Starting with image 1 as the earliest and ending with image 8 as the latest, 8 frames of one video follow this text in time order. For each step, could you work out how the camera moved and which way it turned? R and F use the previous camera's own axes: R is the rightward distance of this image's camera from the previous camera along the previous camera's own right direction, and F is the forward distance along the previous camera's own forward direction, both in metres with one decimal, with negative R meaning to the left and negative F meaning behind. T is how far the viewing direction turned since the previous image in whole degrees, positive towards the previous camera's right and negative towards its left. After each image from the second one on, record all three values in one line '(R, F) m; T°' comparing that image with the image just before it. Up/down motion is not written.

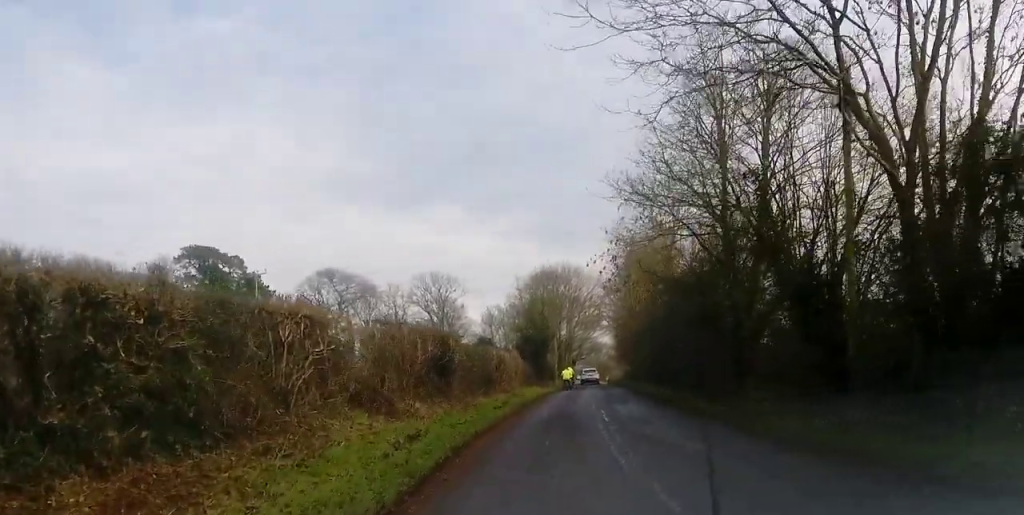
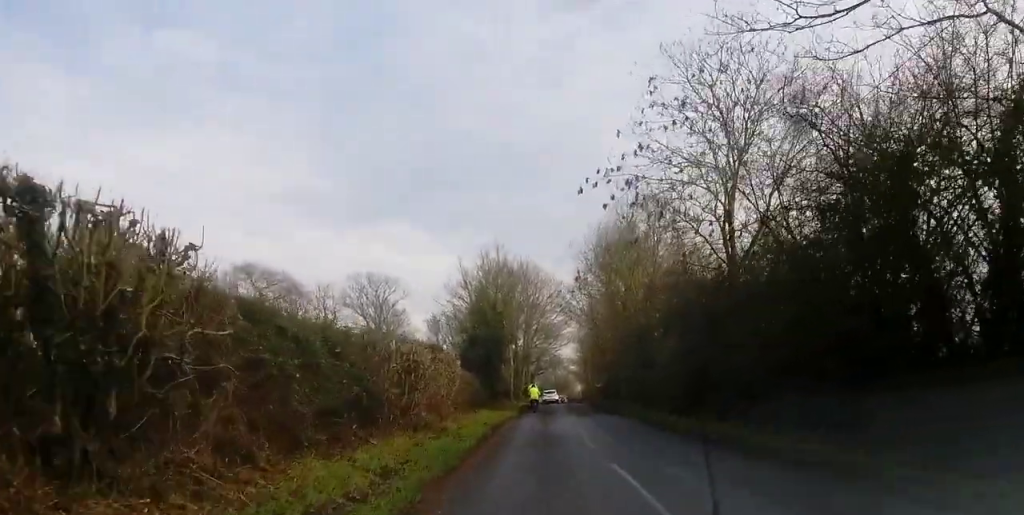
(+0.6, +20.1) m; +6°
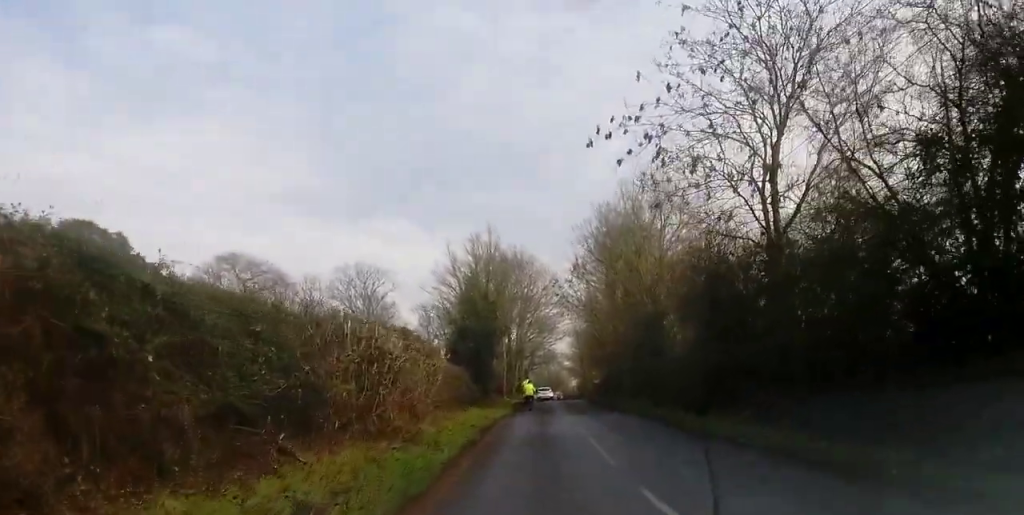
(+0.3, +4.0) m; +1°
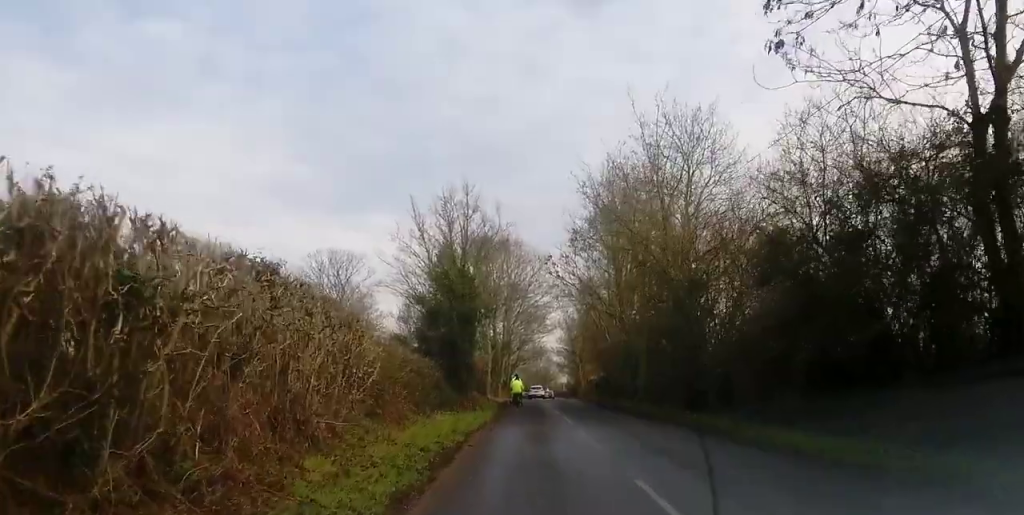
(0.0, +8.9) m; -1°
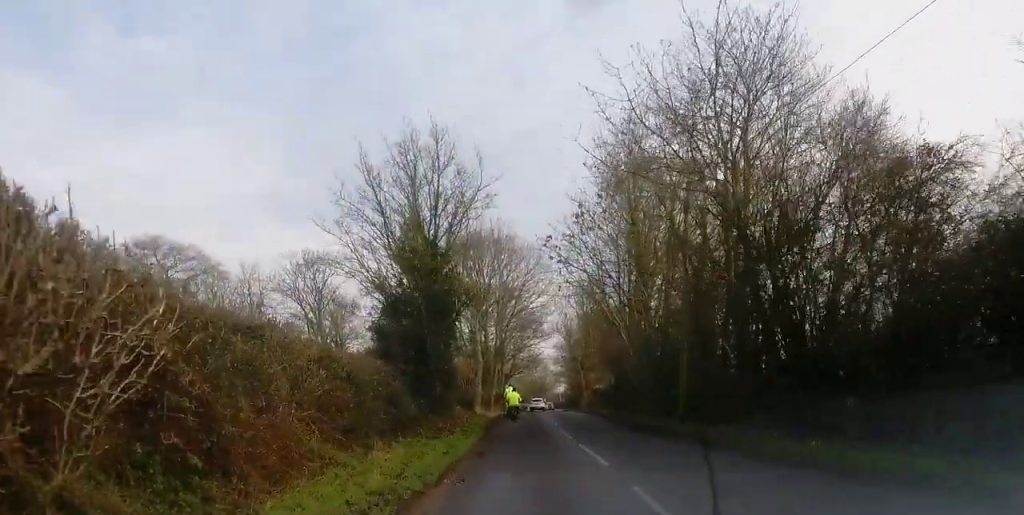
(-0.2, +8.9) m; -1°
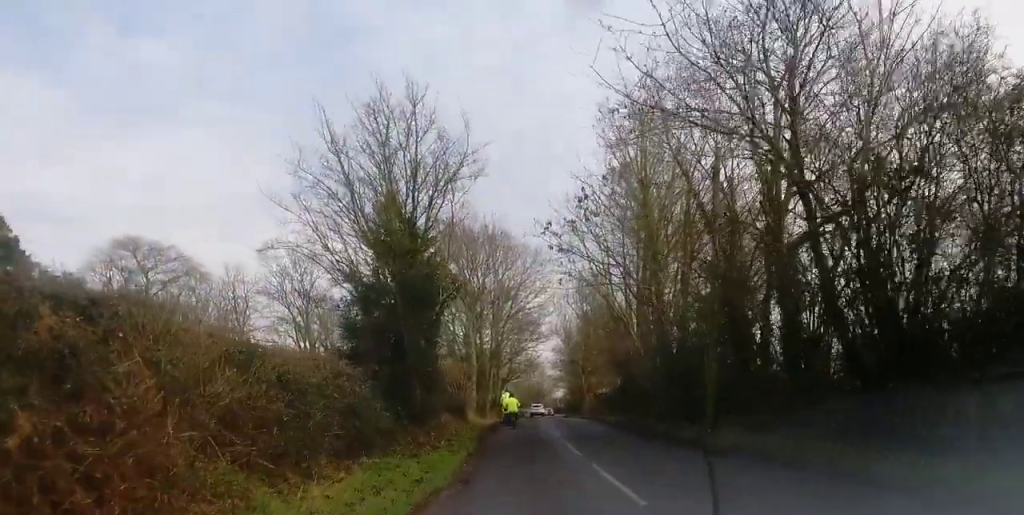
(0.0, +4.0) m; 0°
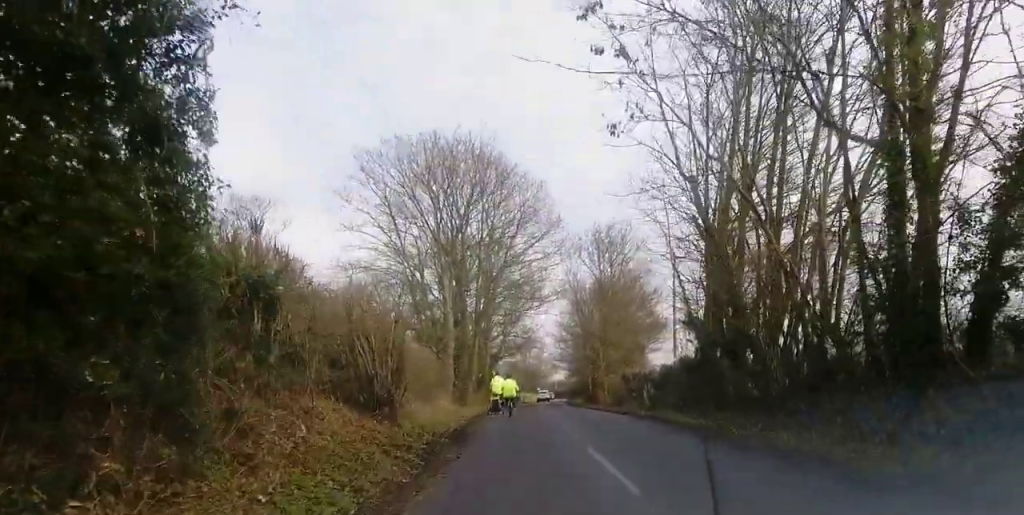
(+0.7, +17.7) m; +5°
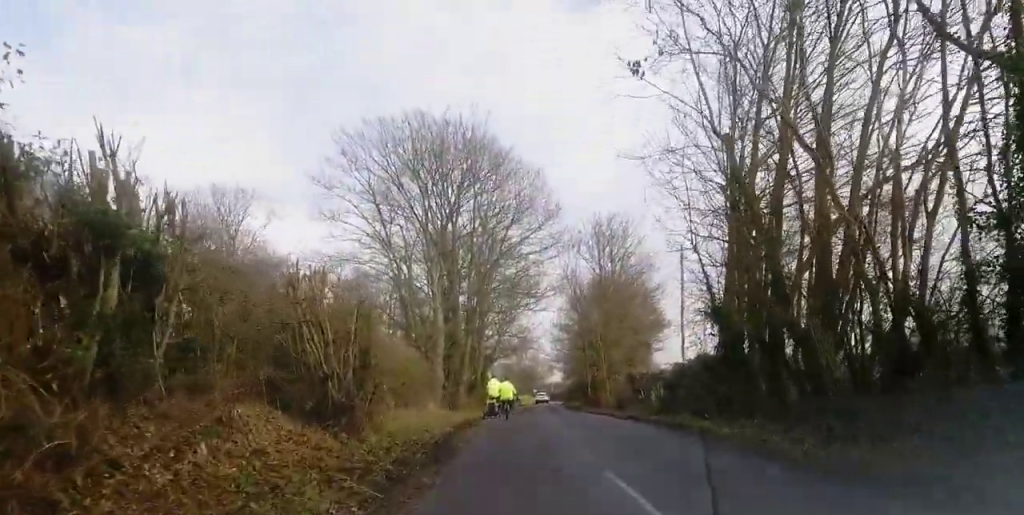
(+0.2, +3.2) m; 0°
